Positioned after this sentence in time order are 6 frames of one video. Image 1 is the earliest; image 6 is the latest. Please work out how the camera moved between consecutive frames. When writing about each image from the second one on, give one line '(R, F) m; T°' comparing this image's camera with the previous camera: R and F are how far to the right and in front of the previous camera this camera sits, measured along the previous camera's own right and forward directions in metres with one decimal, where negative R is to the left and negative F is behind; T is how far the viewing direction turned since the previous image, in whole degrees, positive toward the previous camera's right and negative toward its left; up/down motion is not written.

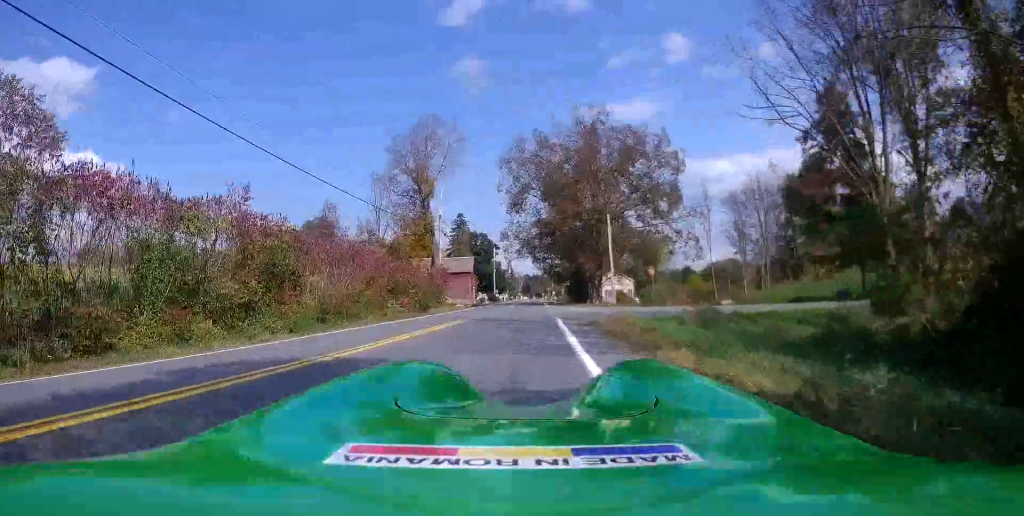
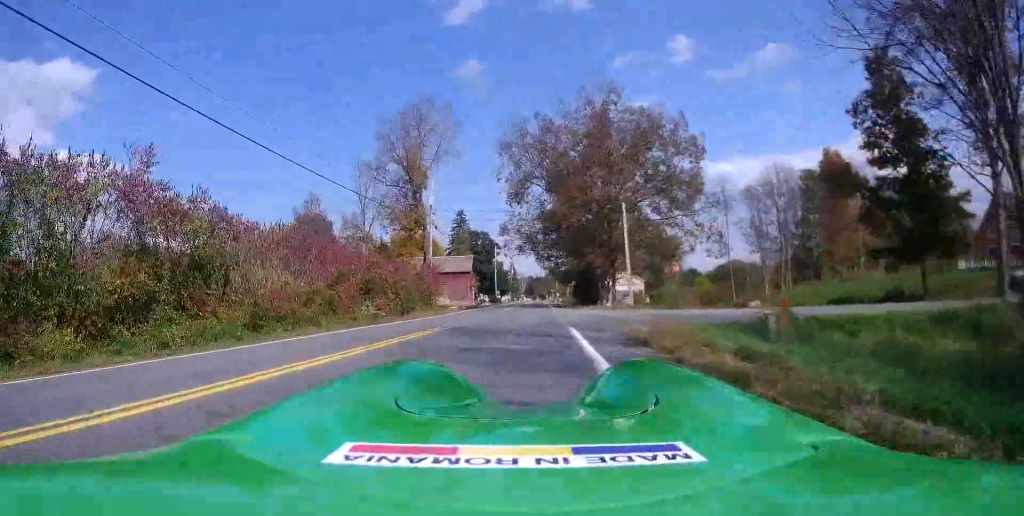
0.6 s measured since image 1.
(+0.5, +7.7) m; +2°
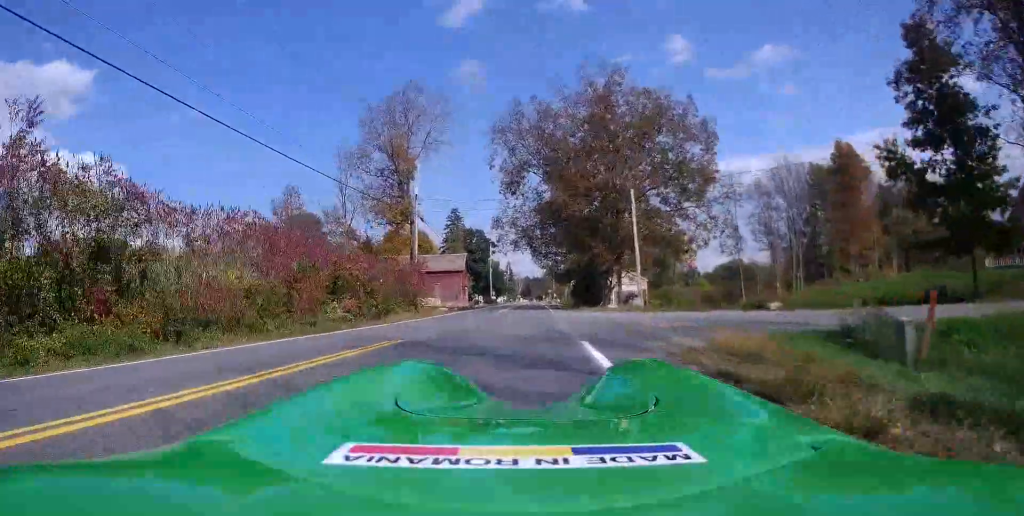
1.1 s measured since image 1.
(+0.1, +5.6) m; +1°
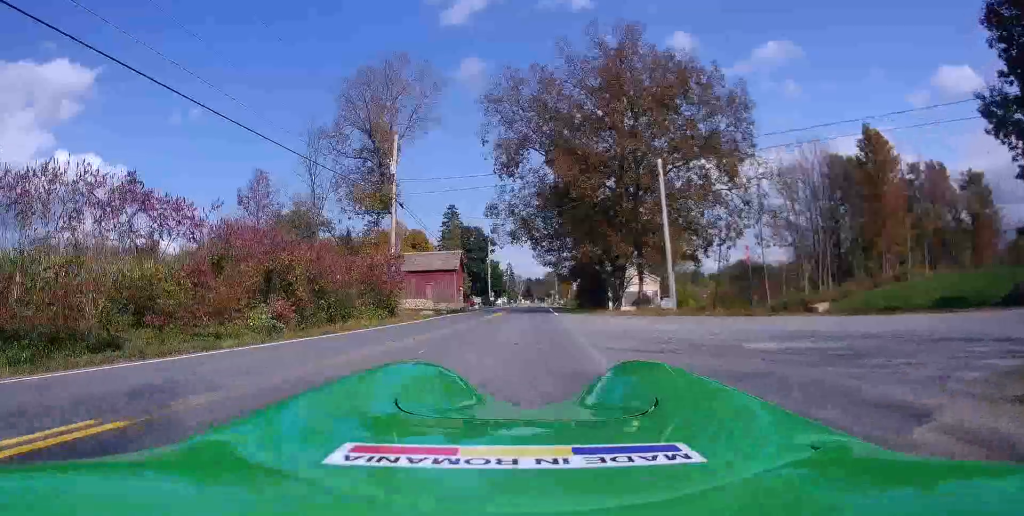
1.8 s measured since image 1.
(+0.1, +8.9) m; -2°
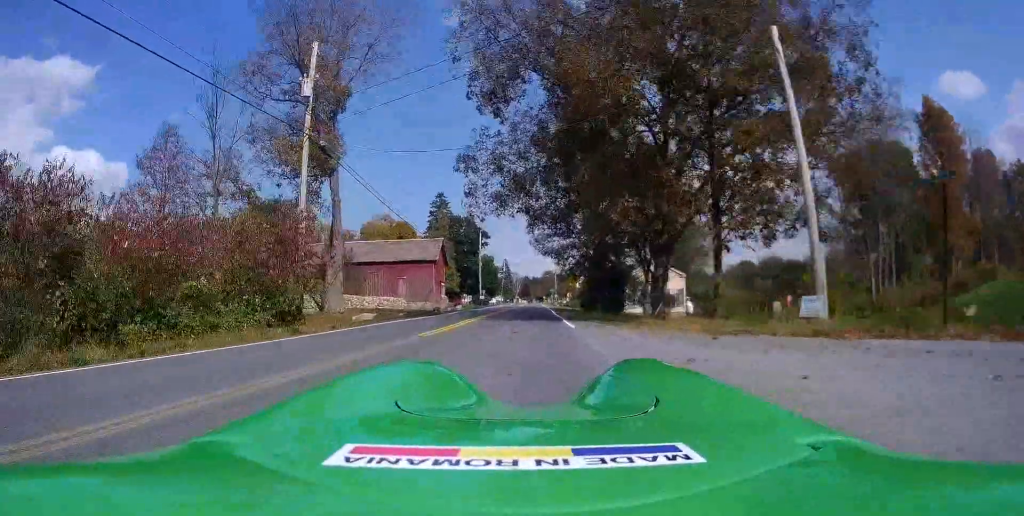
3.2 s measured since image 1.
(-0.5, +16.2) m; -1°
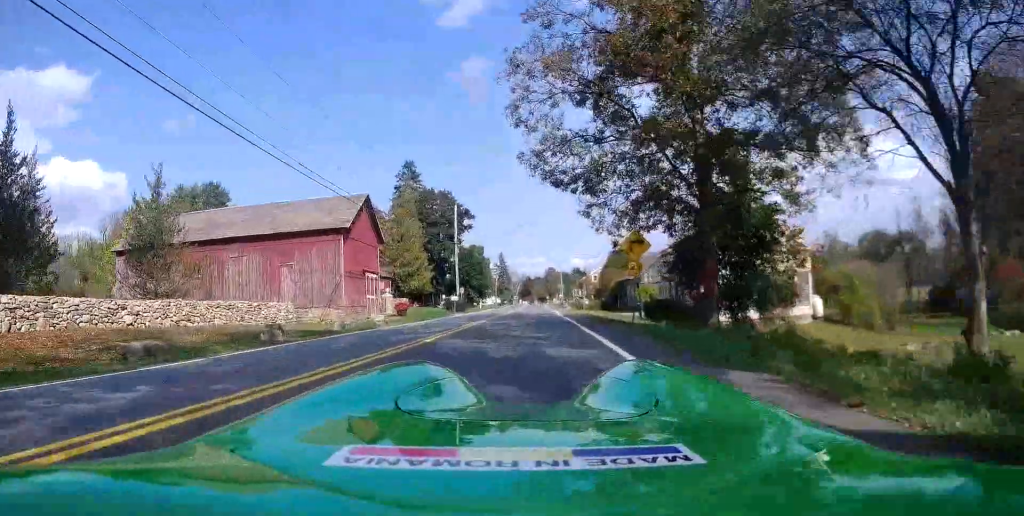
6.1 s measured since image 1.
(+0.3, +31.5) m; +1°
